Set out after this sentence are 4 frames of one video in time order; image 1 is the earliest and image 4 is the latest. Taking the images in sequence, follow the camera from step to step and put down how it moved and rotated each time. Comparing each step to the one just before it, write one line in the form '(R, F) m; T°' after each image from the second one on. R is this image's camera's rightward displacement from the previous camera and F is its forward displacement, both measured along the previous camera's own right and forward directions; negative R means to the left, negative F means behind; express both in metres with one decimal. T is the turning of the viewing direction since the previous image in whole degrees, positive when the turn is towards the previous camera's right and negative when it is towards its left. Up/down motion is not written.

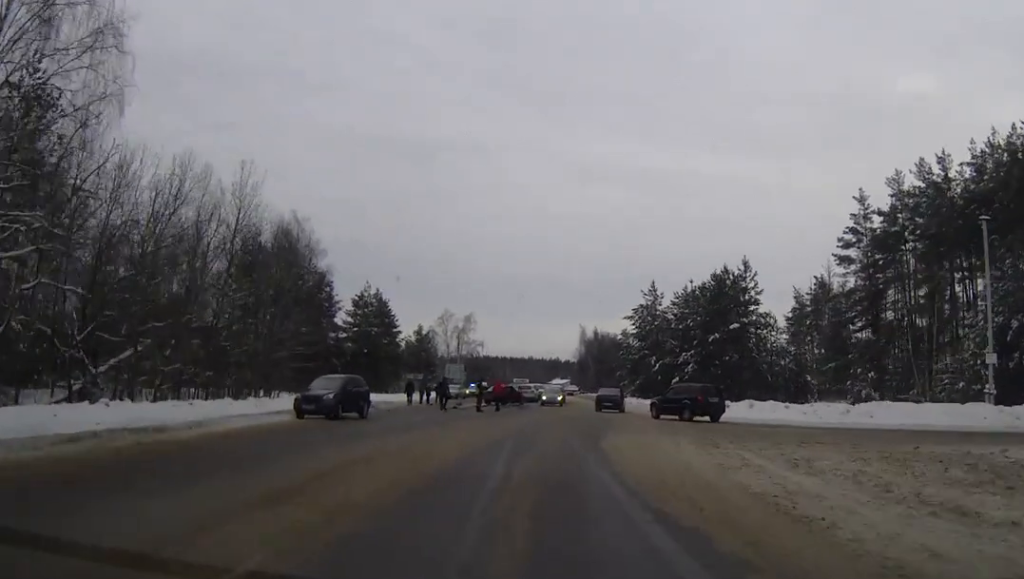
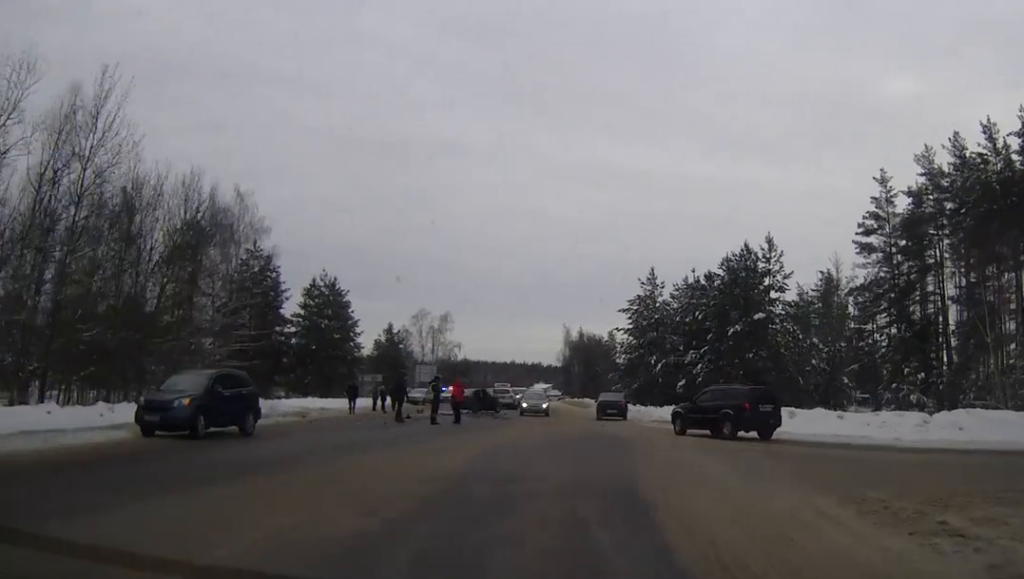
(+0.1, +13.3) m; +1°
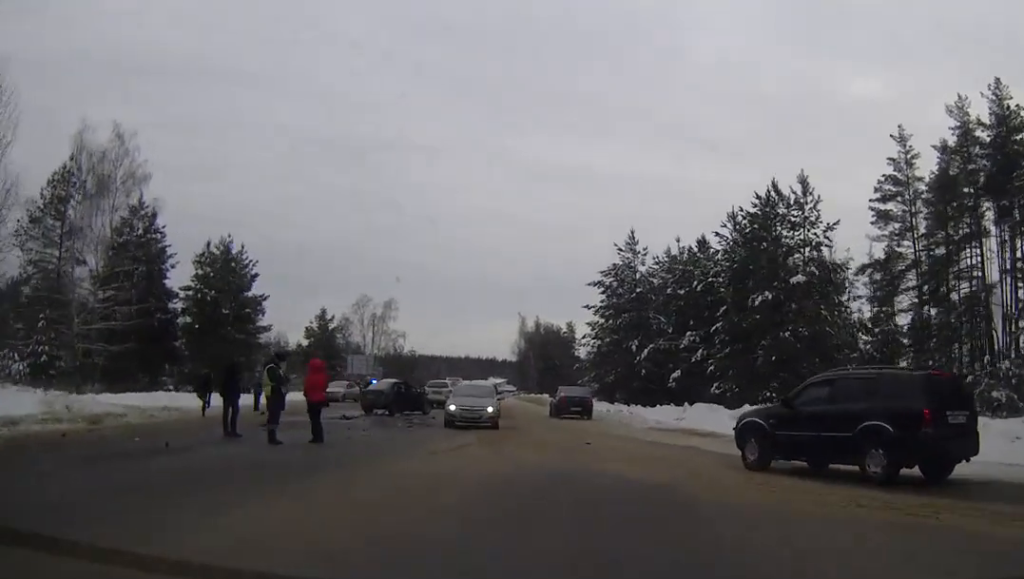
(+0.3, +17.0) m; +2°
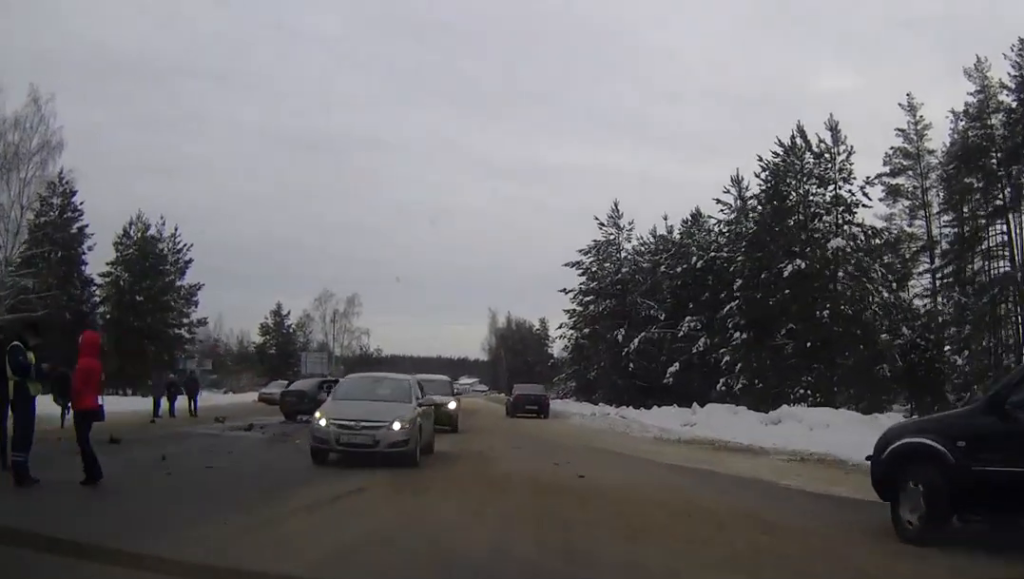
(+0.2, +9.8) m; +2°
